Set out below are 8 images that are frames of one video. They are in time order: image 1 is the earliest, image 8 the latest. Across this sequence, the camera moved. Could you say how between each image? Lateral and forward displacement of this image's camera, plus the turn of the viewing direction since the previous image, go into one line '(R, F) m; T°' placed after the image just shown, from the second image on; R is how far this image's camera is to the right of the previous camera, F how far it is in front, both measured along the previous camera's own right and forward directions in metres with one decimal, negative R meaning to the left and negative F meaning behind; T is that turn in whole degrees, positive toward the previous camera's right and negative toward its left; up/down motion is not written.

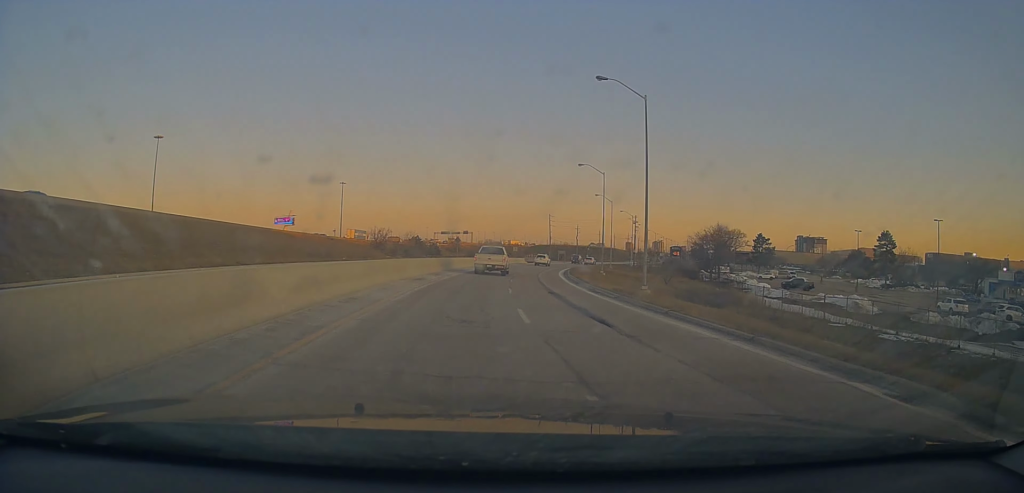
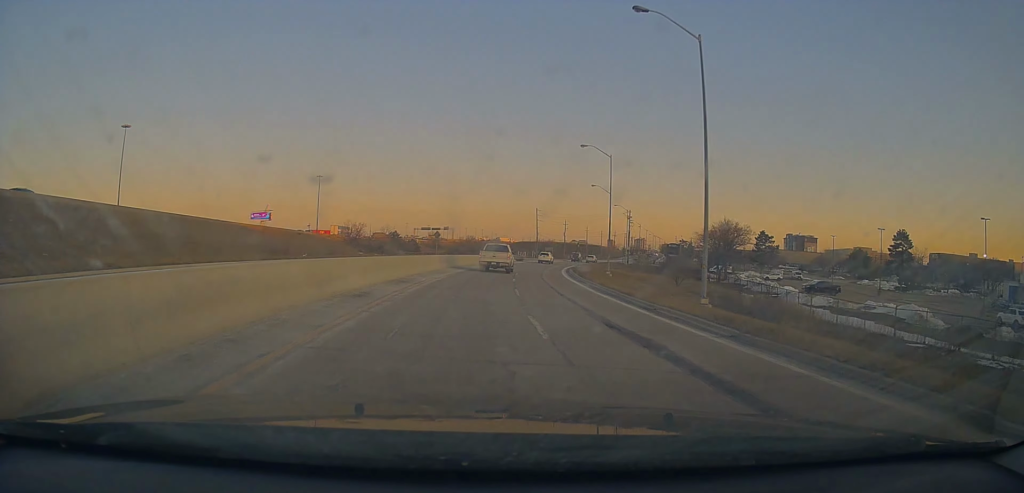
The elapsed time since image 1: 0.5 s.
(+0.3, +11.1) m; +3°
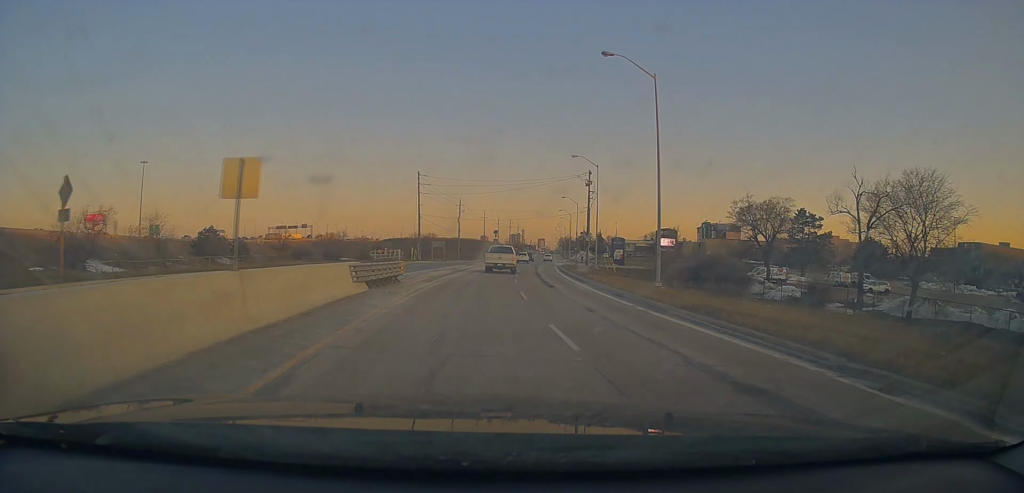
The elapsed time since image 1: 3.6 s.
(+7.6, +63.0) m; +12°
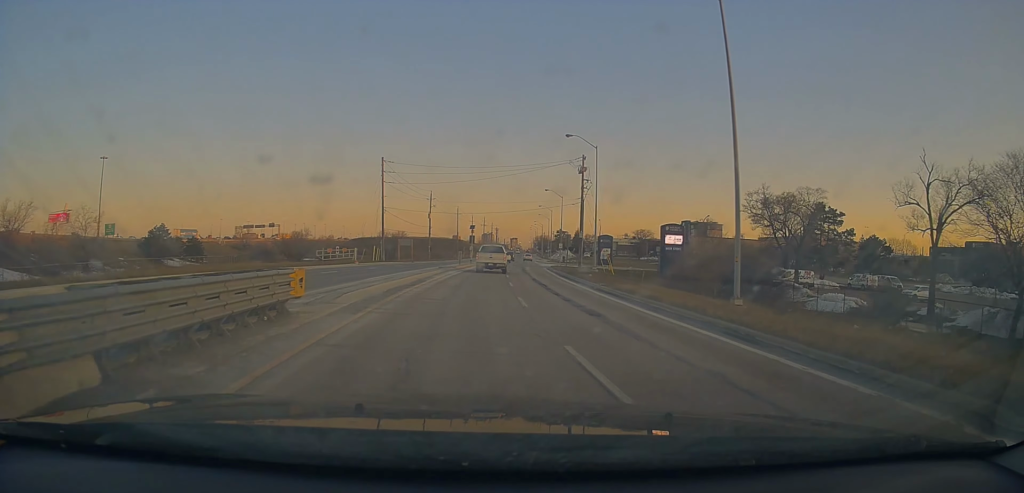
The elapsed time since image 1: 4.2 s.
(0.0, +11.8) m; +1°
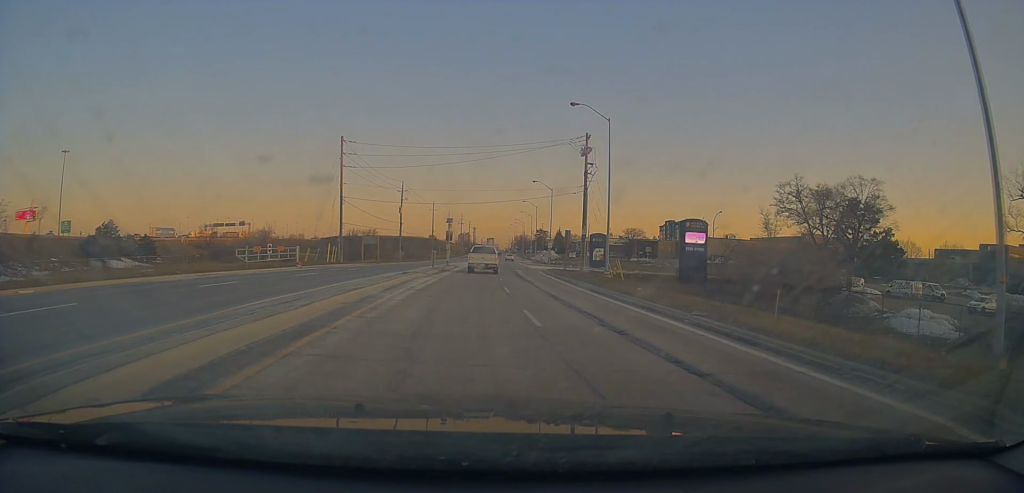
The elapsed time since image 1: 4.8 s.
(+0.4, +12.6) m; +3°
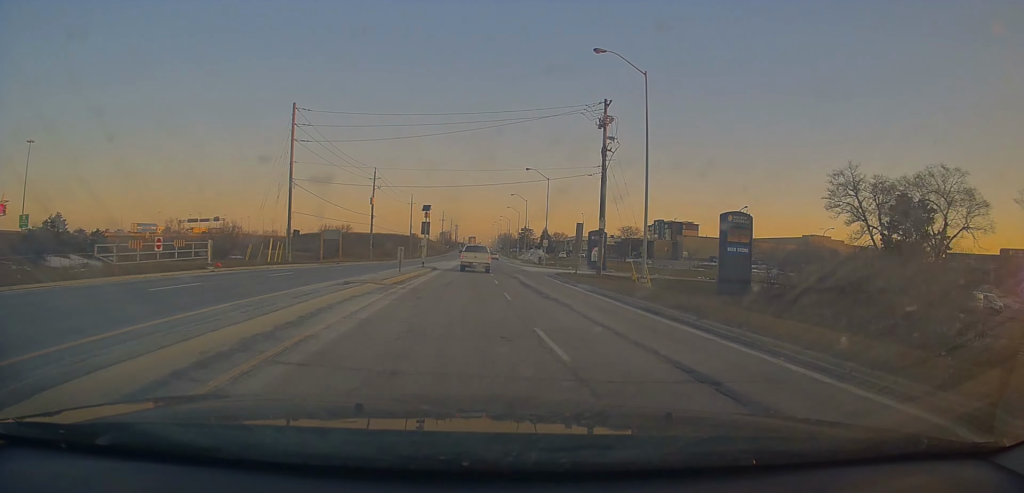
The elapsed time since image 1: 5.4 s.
(+0.2, +12.6) m; +3°
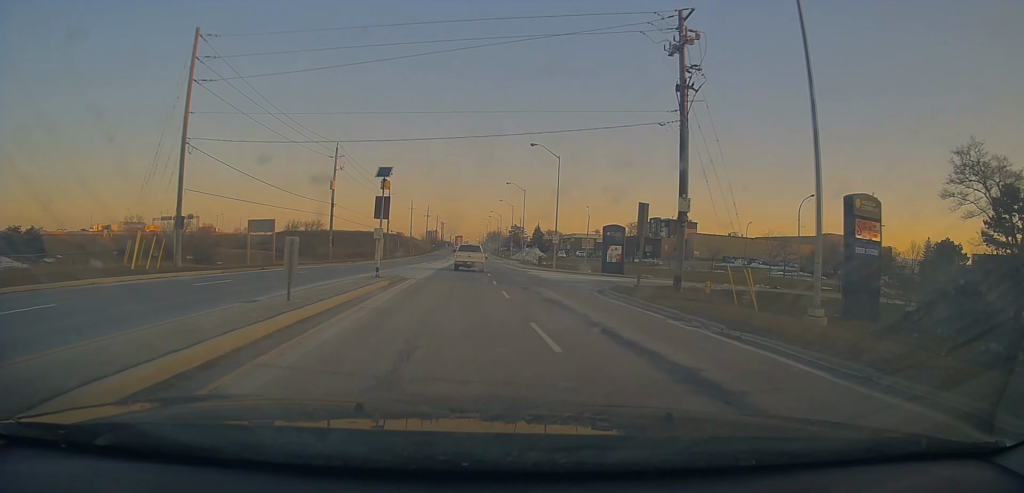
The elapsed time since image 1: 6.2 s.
(+0.8, +17.5) m; +3°
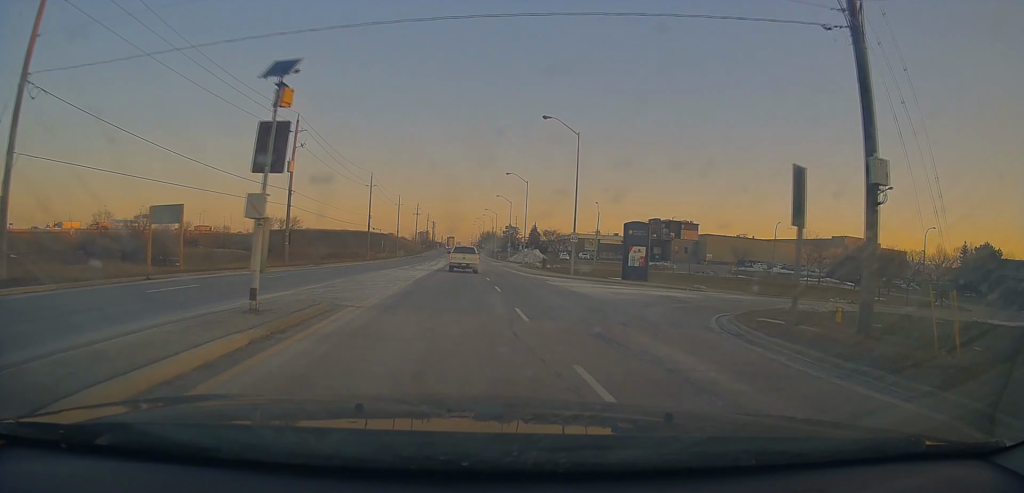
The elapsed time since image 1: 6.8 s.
(+0.1, +13.0) m; 0°
